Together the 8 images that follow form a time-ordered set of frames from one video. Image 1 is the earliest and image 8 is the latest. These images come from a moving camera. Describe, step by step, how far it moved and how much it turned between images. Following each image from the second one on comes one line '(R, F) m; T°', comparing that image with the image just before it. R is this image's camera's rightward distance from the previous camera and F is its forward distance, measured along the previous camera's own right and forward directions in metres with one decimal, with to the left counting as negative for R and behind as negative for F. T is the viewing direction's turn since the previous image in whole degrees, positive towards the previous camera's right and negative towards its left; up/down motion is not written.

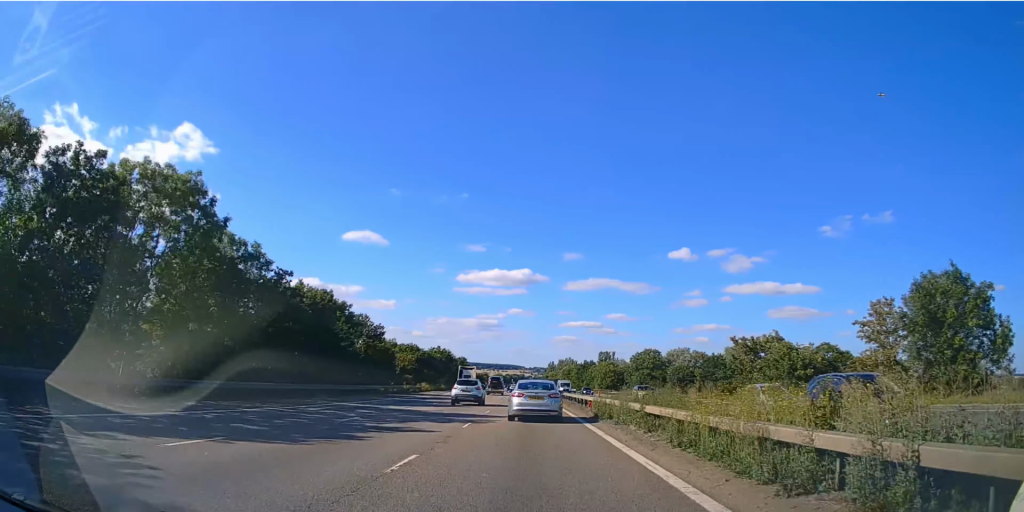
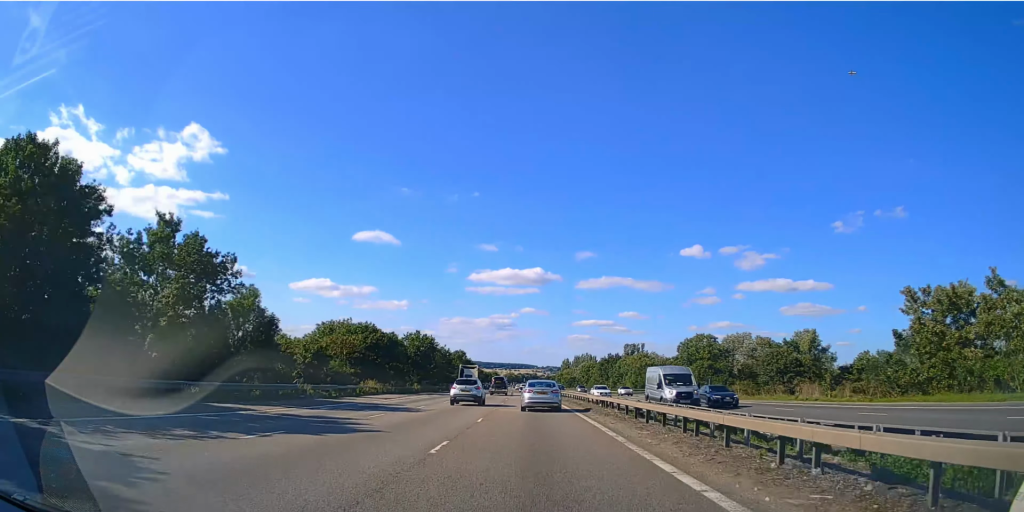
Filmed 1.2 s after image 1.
(-0.5, +35.8) m; -2°
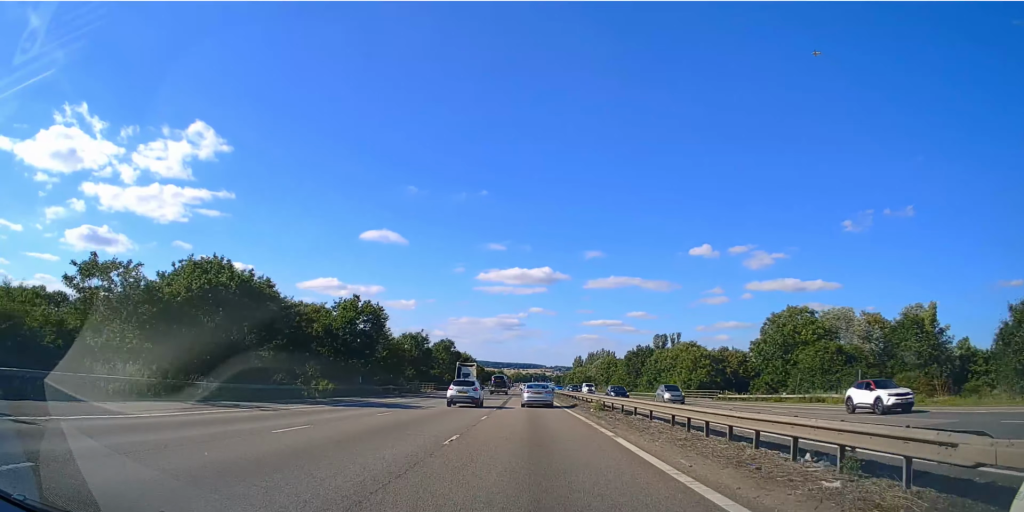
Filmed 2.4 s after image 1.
(-0.4, +40.8) m; -1°
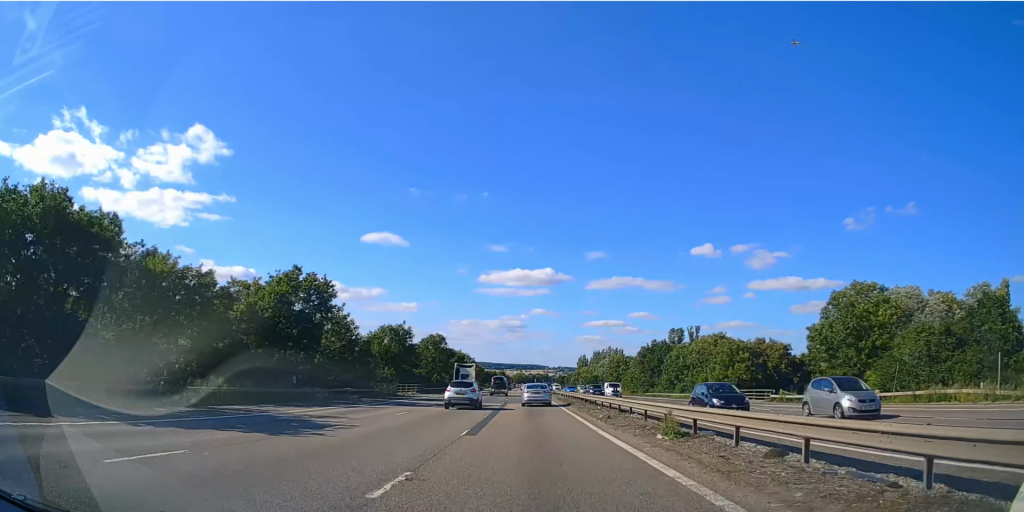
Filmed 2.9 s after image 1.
(-0.1, +16.1) m; 0°
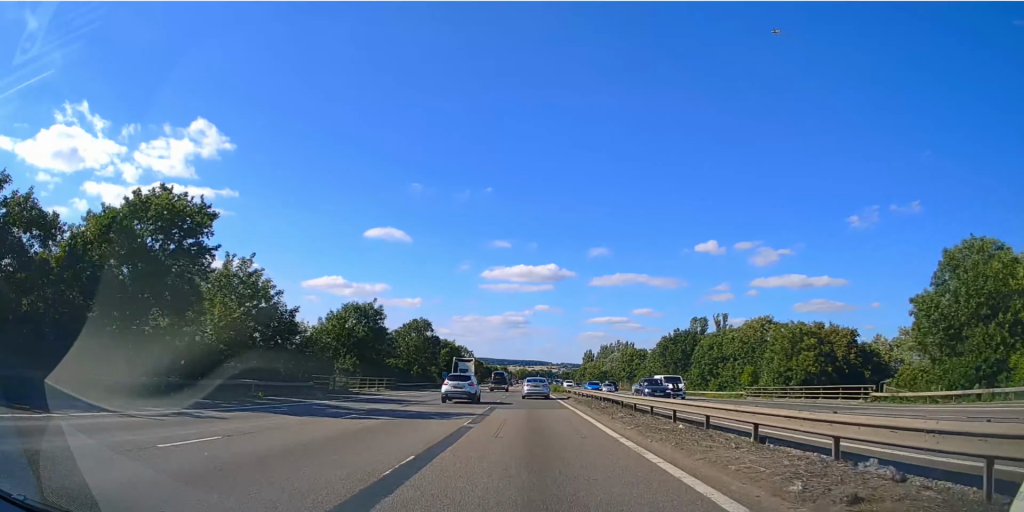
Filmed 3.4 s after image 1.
(-0.1, +17.2) m; 0°
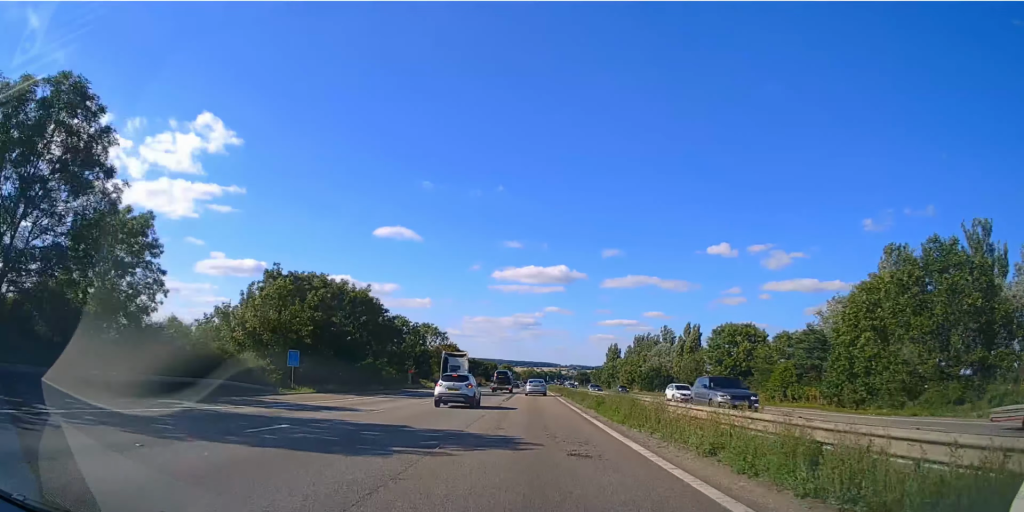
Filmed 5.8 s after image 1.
(-0.5, +74.1) m; -1°
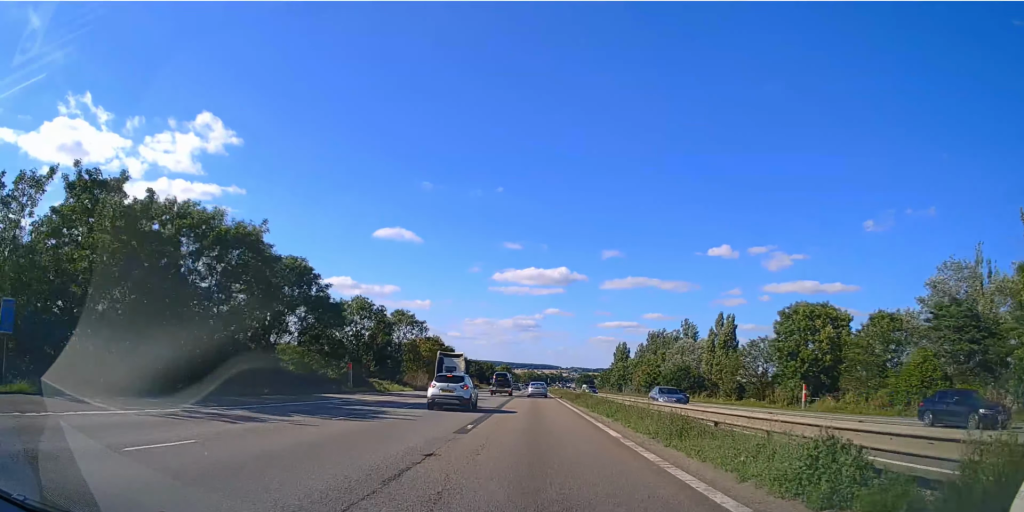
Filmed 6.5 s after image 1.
(-0.1, +21.8) m; 0°
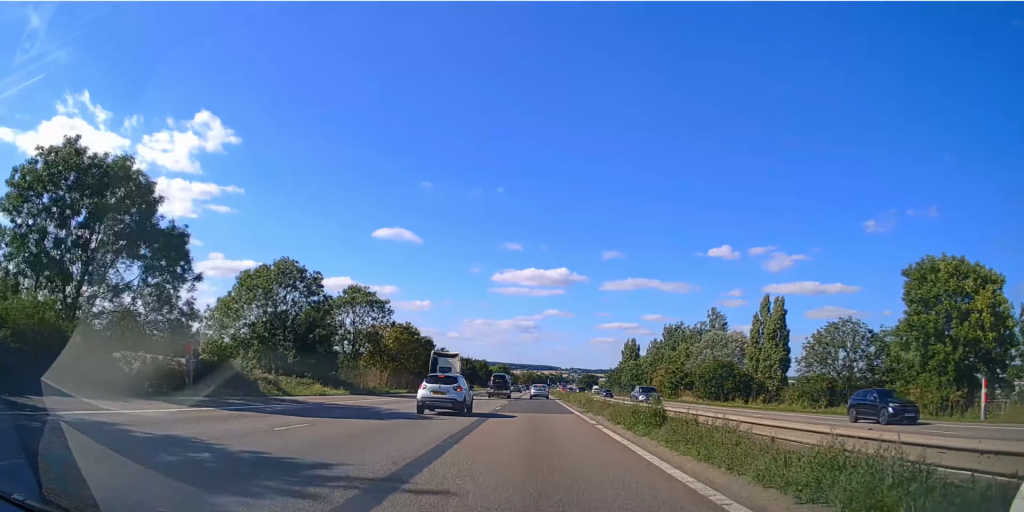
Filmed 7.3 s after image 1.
(0.0, +22.3) m; 0°
